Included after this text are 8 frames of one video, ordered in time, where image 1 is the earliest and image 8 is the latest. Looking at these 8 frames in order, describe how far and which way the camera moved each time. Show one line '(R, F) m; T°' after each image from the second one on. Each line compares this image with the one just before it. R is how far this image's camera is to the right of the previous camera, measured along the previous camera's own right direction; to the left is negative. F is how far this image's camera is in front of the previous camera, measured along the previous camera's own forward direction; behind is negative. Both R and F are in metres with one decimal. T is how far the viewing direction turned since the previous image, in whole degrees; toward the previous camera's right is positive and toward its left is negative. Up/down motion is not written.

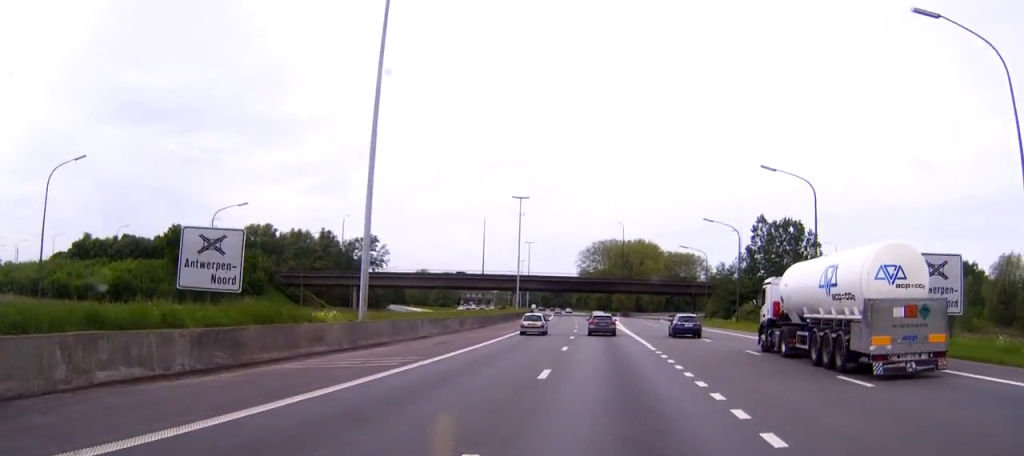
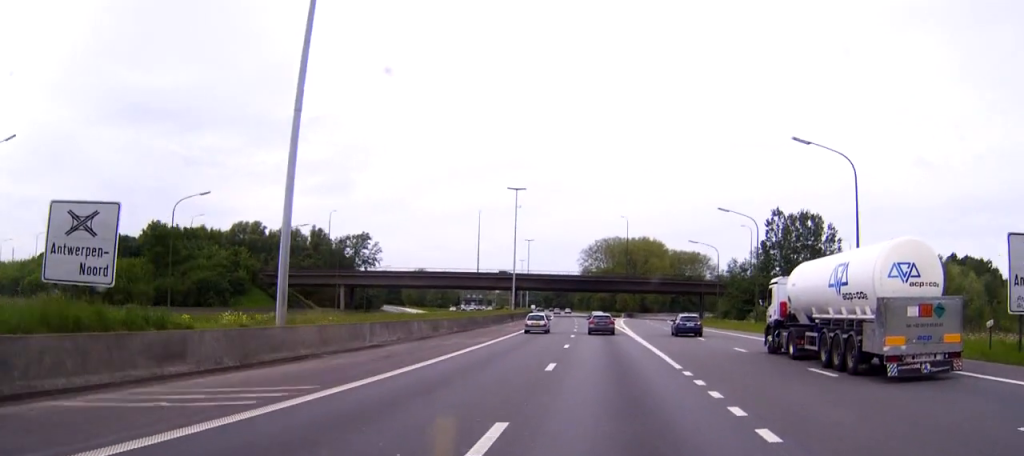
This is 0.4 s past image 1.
(0.0, +8.5) m; 0°
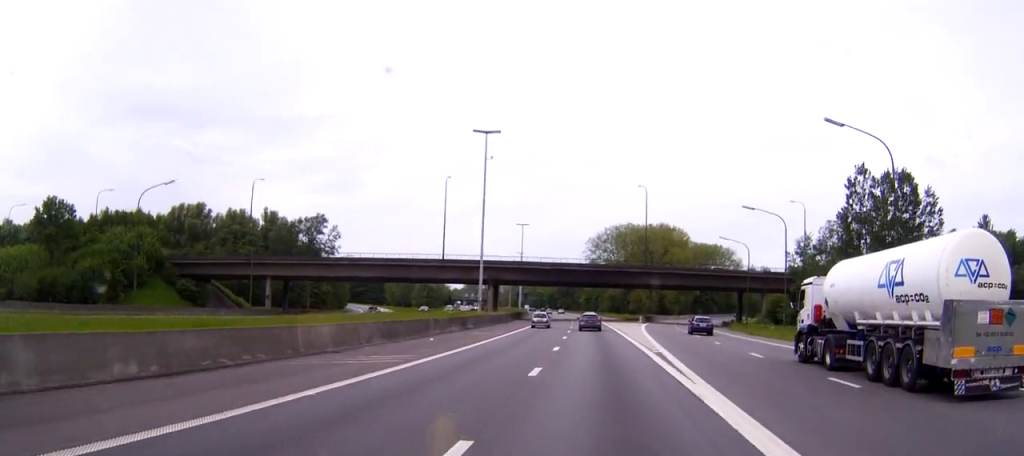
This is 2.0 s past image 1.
(-0.1, +33.9) m; 0°
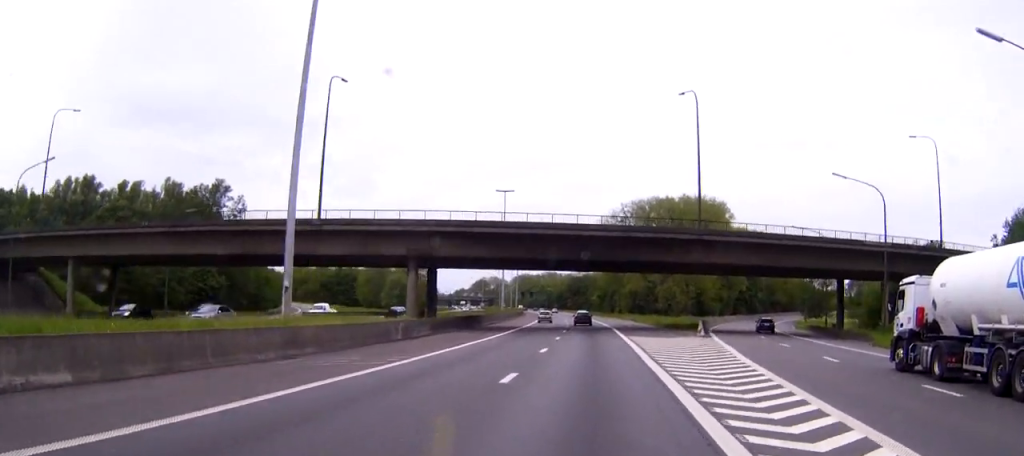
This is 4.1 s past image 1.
(0.0, +45.1) m; -1°
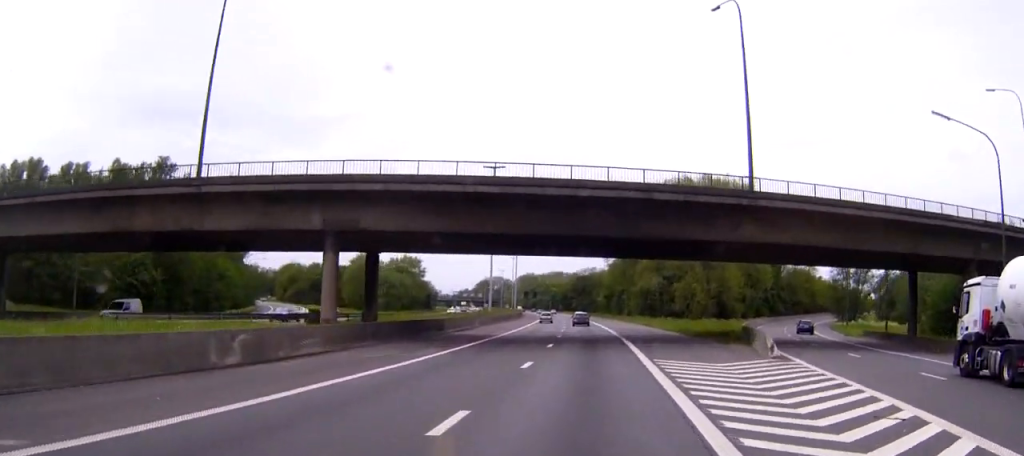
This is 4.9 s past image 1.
(-0.1, +17.1) m; -1°
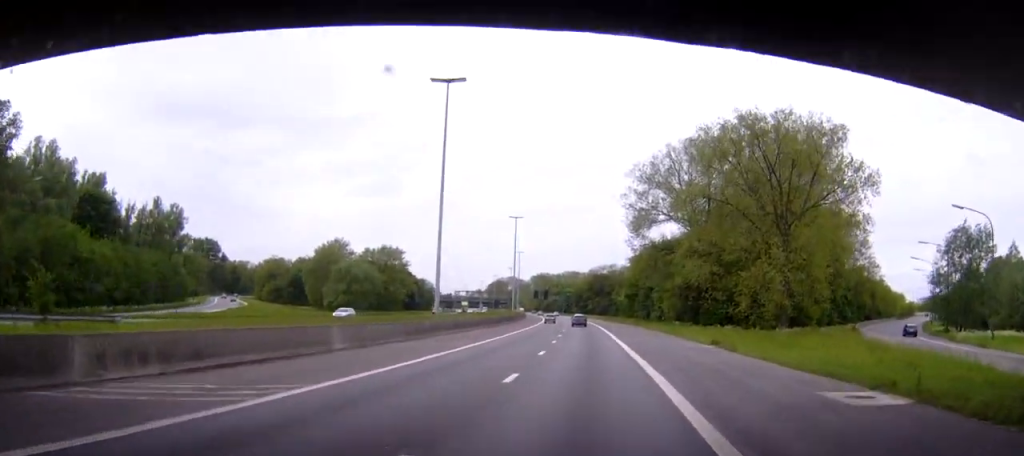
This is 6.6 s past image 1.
(-0.1, +38.8) m; -1°
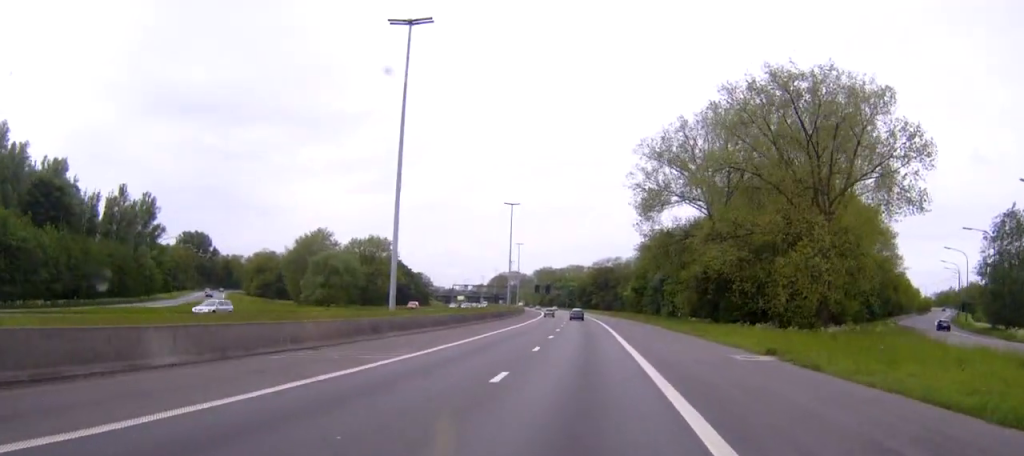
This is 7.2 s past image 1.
(-0.2, +13.4) m; -1°
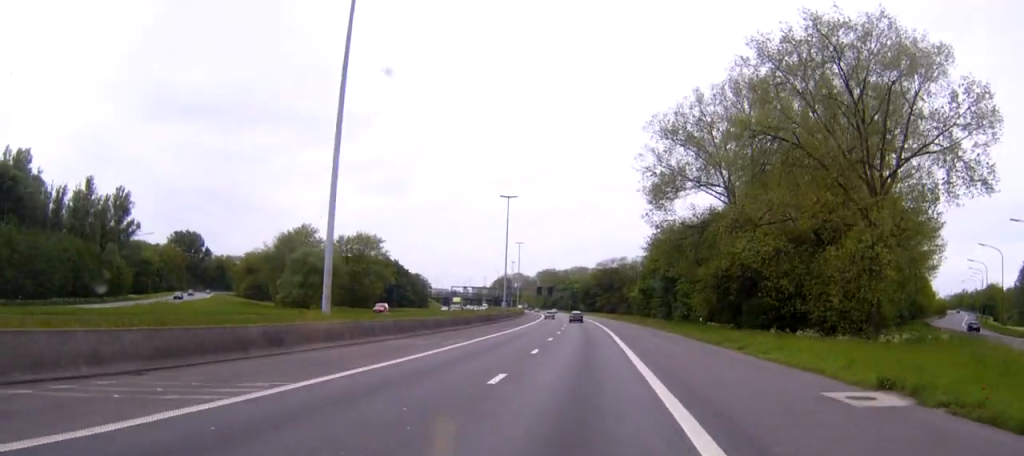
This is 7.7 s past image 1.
(-0.1, +11.9) m; -1°
